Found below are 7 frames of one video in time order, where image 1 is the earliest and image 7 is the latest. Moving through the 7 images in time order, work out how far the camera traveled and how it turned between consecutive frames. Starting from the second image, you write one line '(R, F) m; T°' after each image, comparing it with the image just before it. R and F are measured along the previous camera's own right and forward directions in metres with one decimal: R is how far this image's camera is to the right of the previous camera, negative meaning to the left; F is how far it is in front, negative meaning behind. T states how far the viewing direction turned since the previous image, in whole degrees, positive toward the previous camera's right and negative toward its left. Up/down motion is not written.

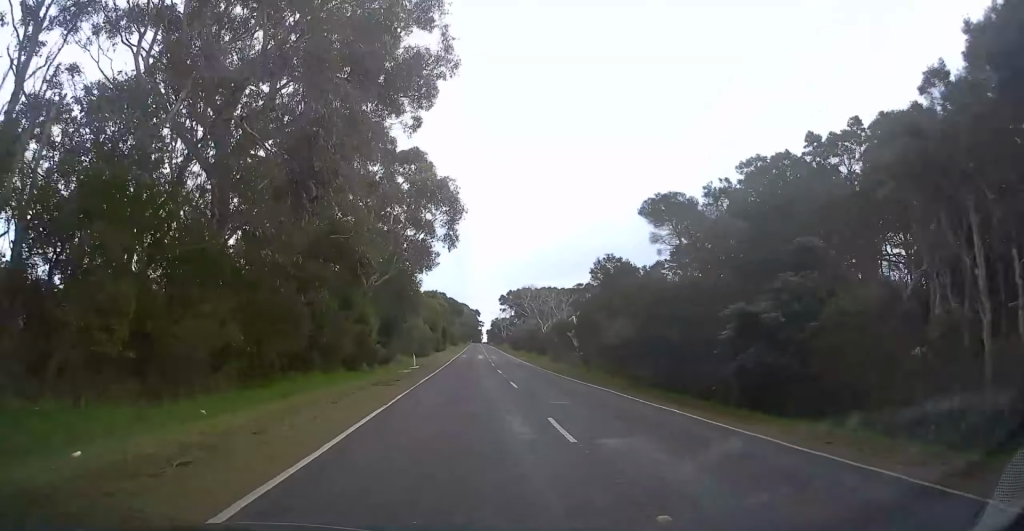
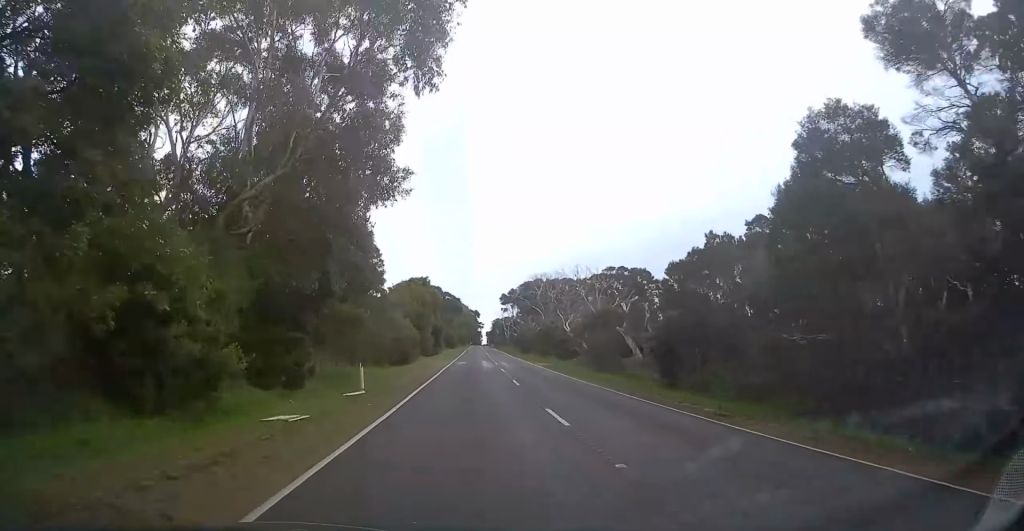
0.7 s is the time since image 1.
(-0.3, +20.8) m; 0°
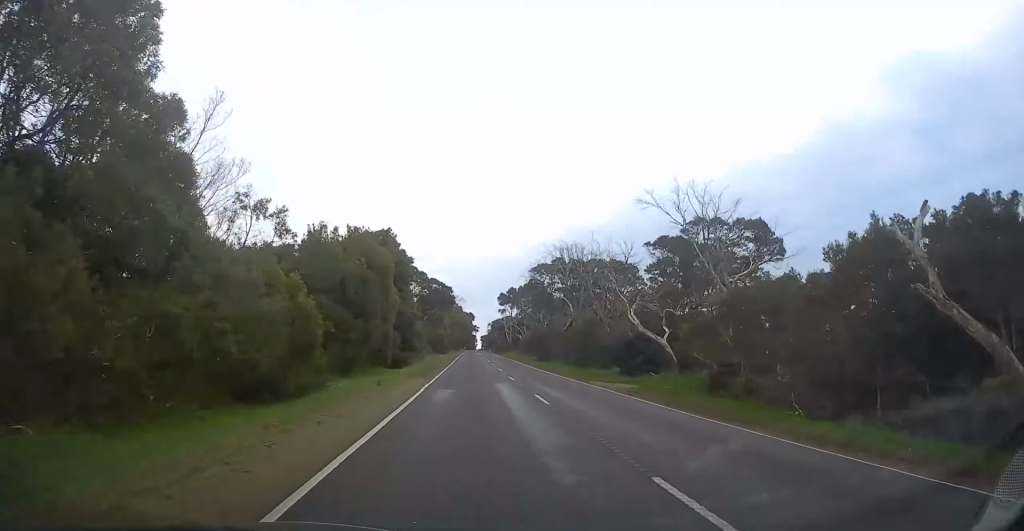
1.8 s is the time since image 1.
(+0.2, +30.6) m; +1°
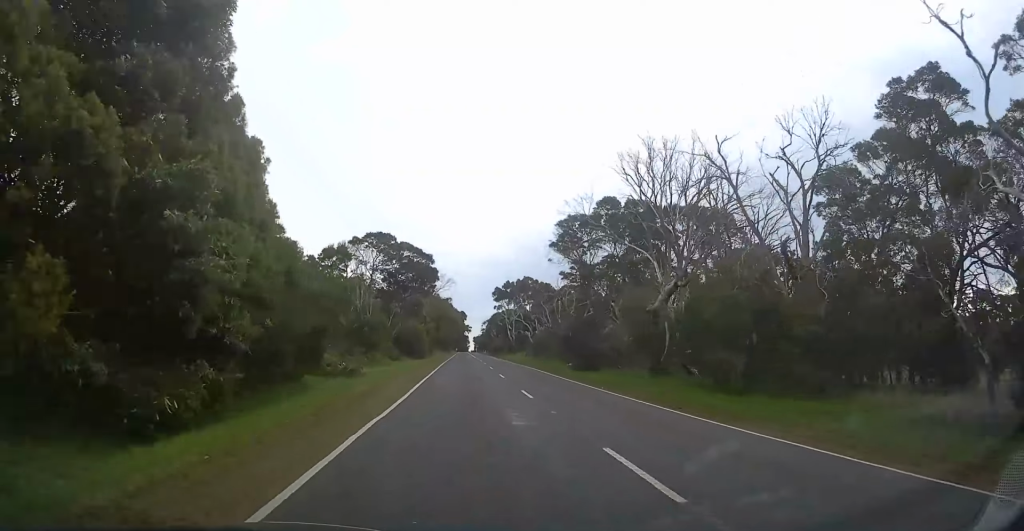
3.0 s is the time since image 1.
(+0.3, +33.1) m; +1°
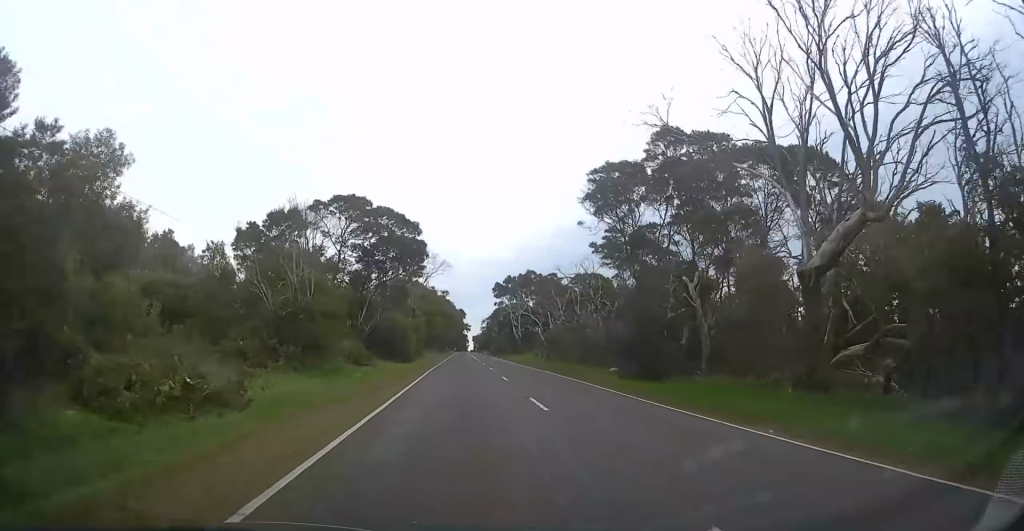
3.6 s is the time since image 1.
(+0.1, +16.1) m; 0°
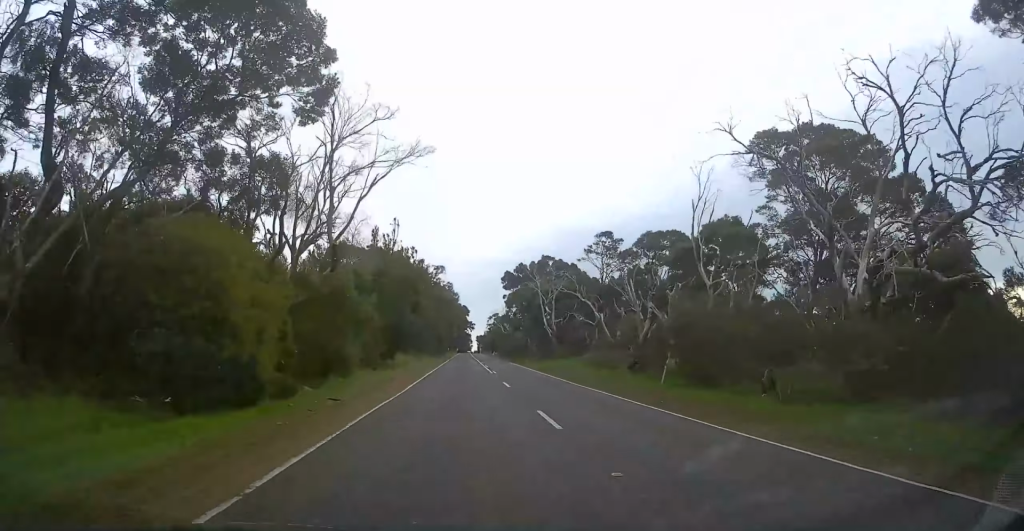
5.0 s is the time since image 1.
(-0.4, +38.2) m; -1°
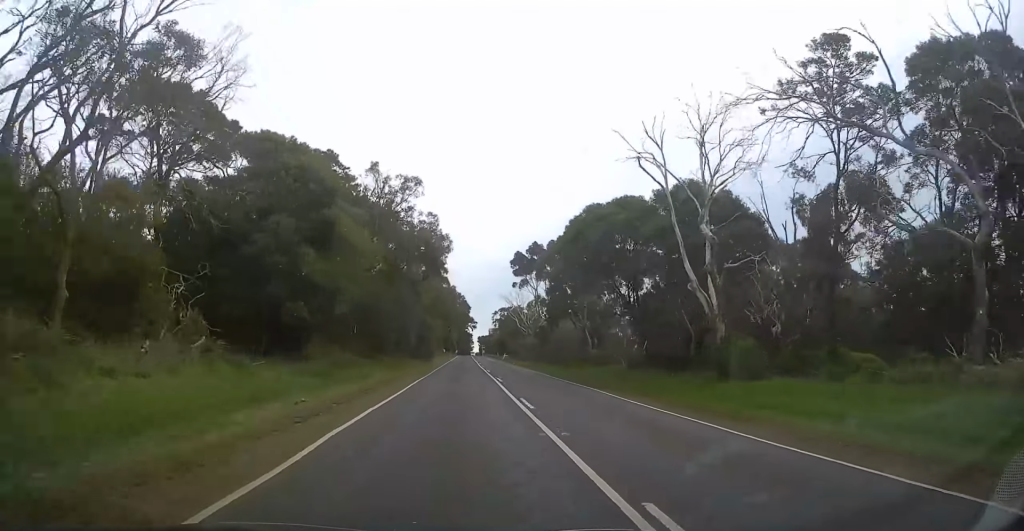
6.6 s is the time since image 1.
(0.0, +43.8) m; 0°
